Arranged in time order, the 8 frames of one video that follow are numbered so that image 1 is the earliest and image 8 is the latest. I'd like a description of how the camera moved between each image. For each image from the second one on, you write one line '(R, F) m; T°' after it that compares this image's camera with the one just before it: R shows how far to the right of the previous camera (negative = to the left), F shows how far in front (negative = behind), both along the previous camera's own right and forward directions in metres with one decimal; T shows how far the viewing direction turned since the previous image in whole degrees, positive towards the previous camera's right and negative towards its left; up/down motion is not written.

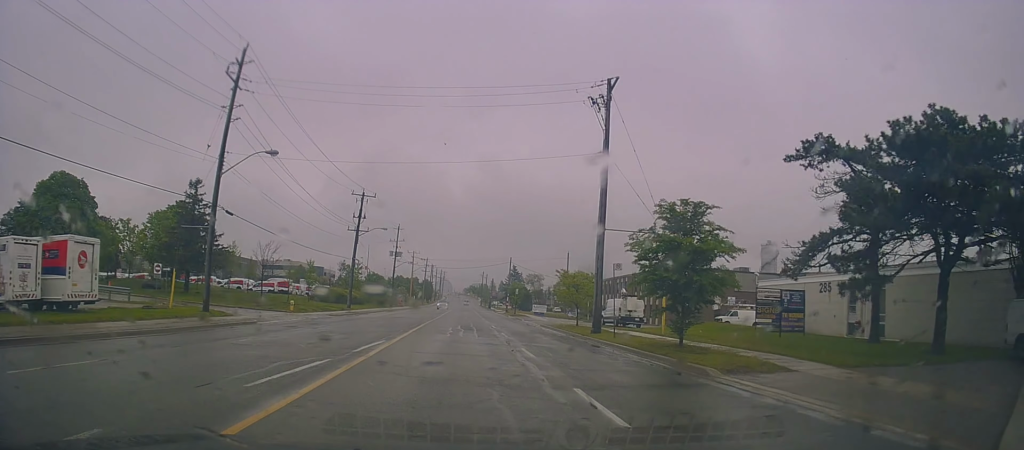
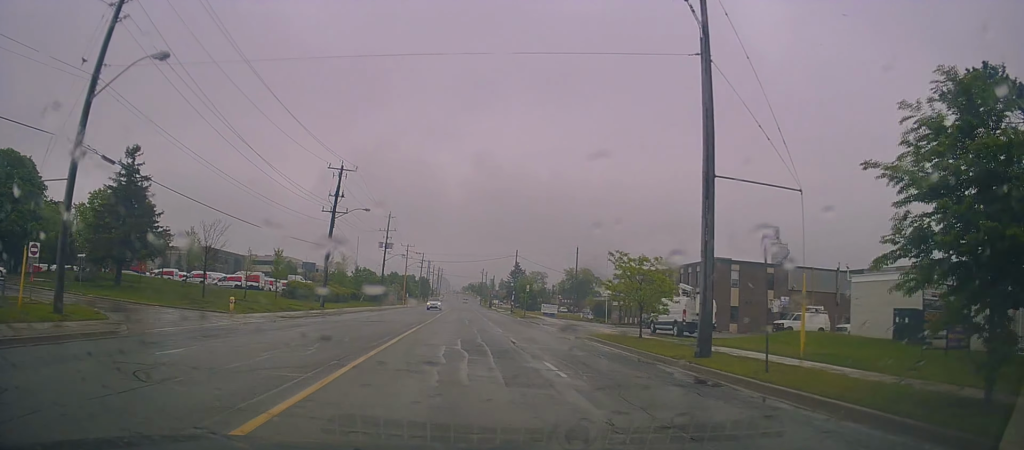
(-0.5, +12.4) m; -1°
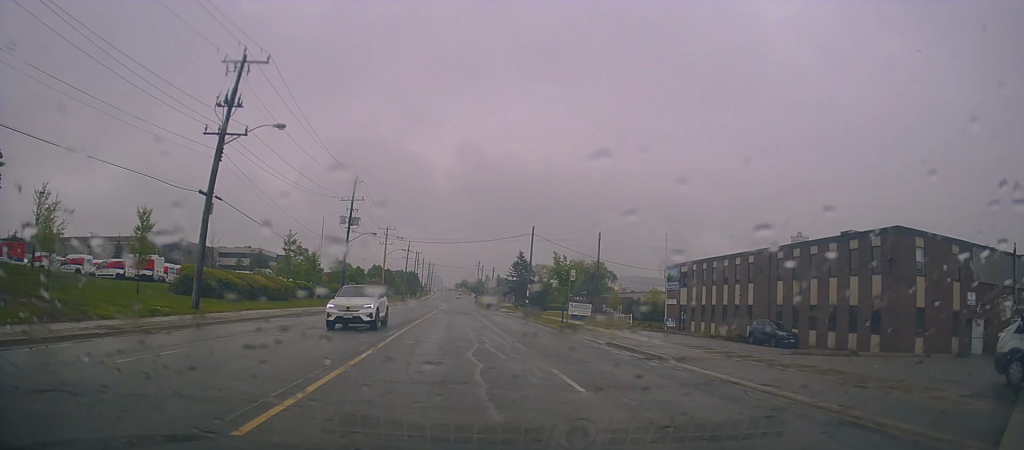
(+1.2, +25.9) m; +3°
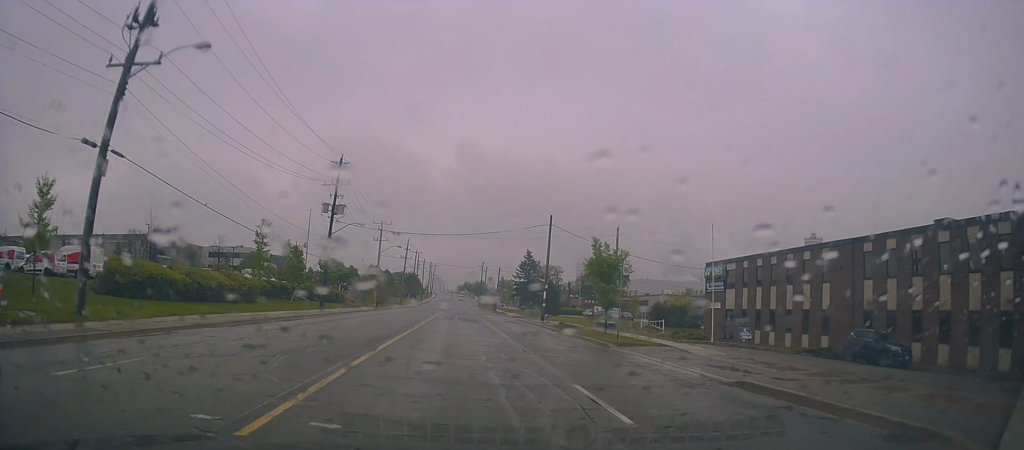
(-0.2, +10.1) m; -1°
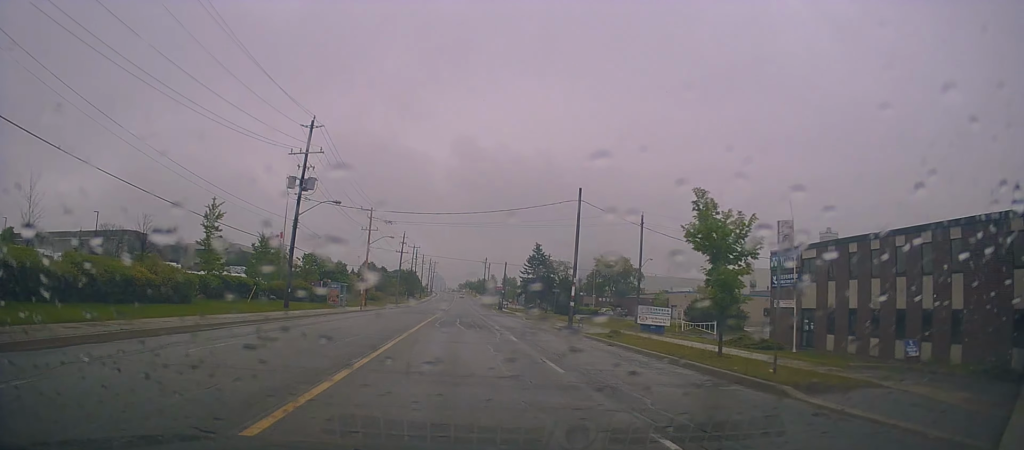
(-0.1, +12.2) m; +1°
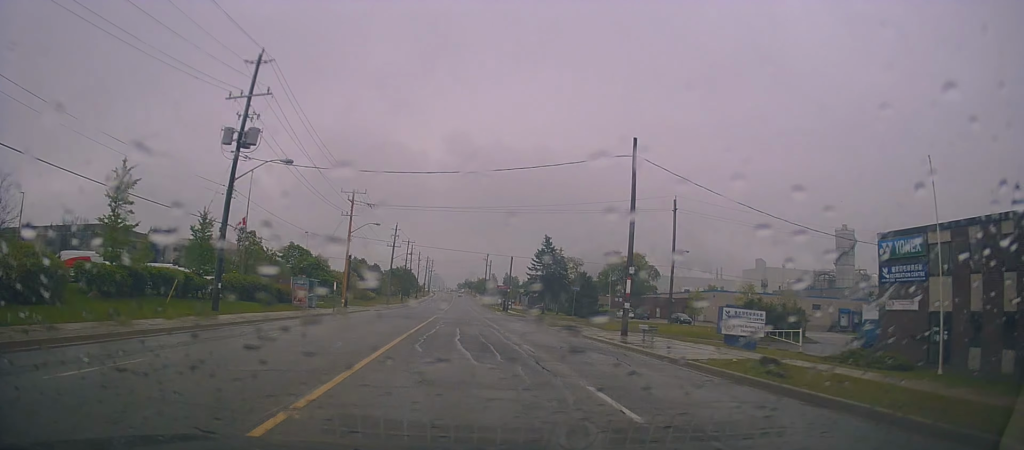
(+0.4, +12.6) m; 0°
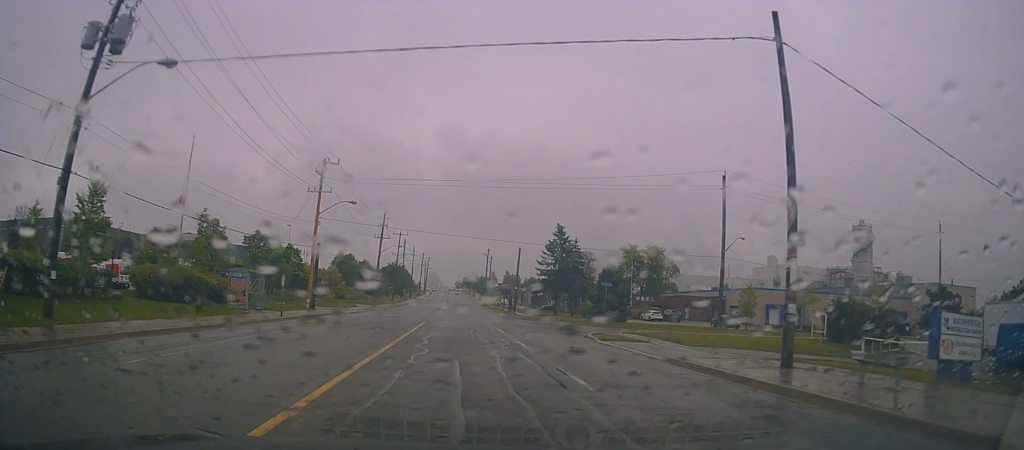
(-0.4, +14.0) m; 0°
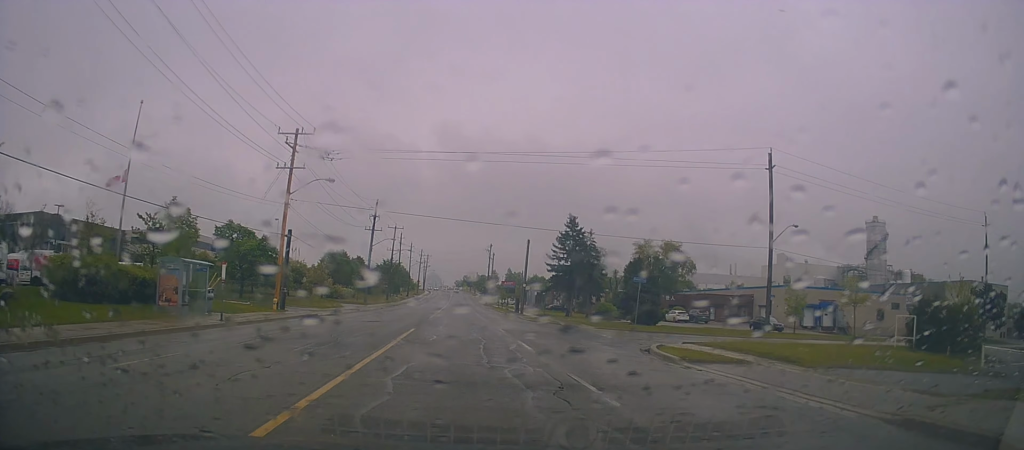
(+0.3, +9.3) m; 0°
